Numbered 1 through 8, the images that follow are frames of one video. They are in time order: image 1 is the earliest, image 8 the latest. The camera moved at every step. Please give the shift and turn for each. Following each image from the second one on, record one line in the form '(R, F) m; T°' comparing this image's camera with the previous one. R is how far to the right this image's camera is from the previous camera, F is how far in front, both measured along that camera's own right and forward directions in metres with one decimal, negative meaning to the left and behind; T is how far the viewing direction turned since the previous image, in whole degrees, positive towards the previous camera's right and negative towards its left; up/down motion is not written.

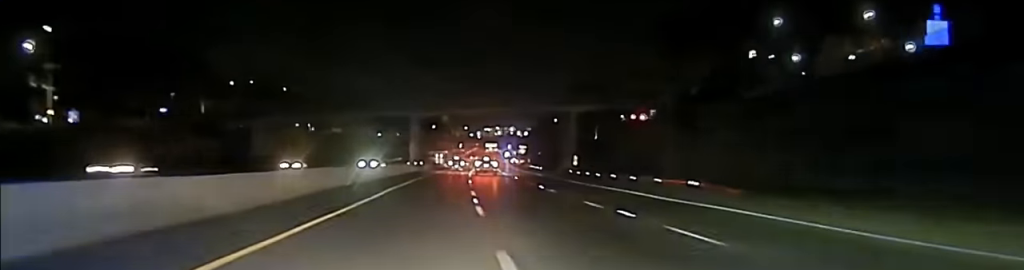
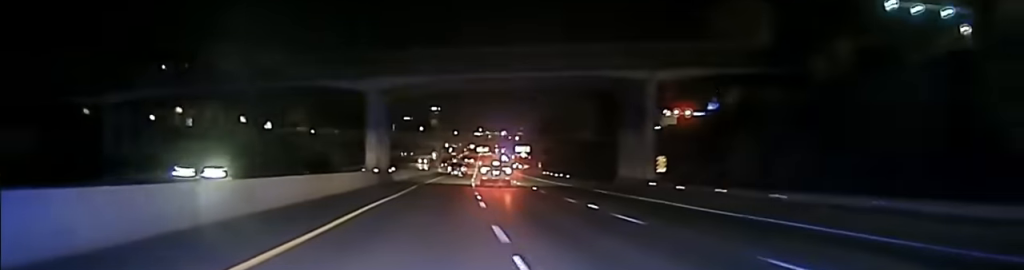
(+0.2, +43.5) m; 0°
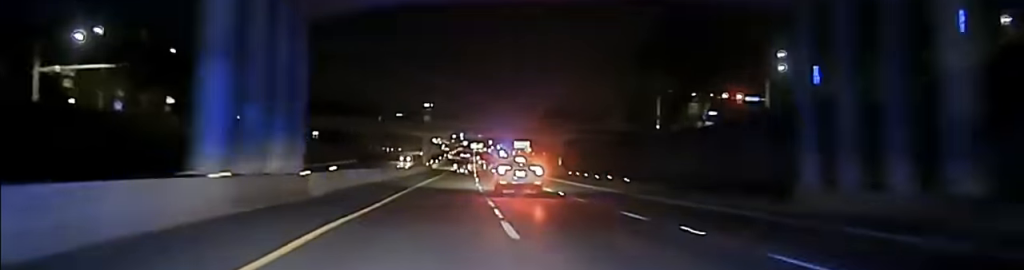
(0.0, +37.1) m; 0°
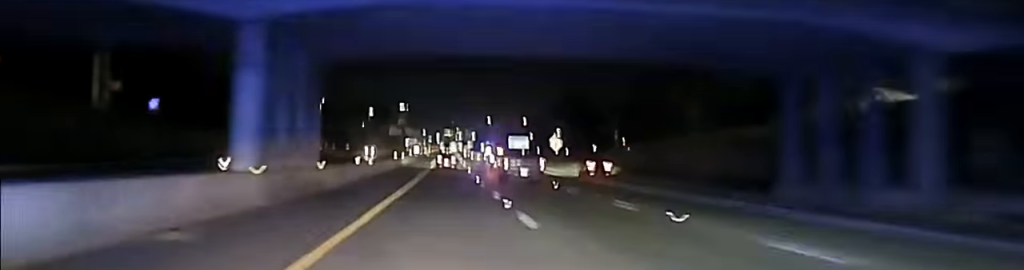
(+1.1, +94.8) m; +1°
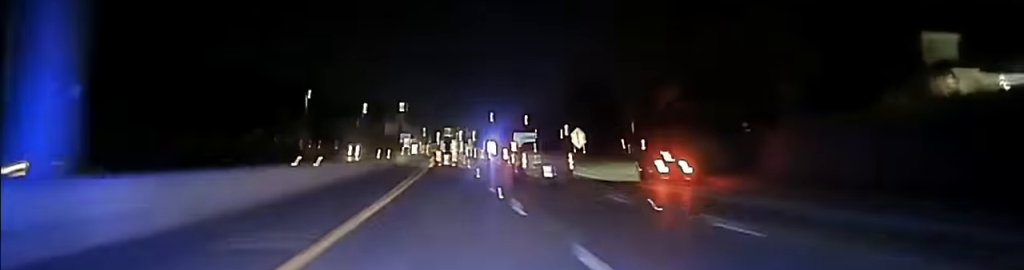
(+0.1, +19.8) m; 0°
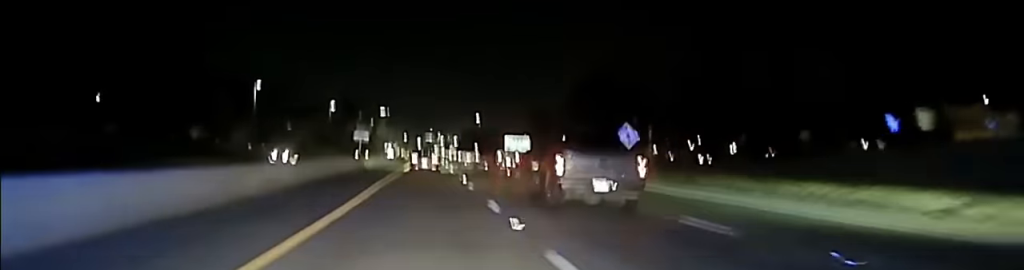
(0.0, +36.3) m; 0°
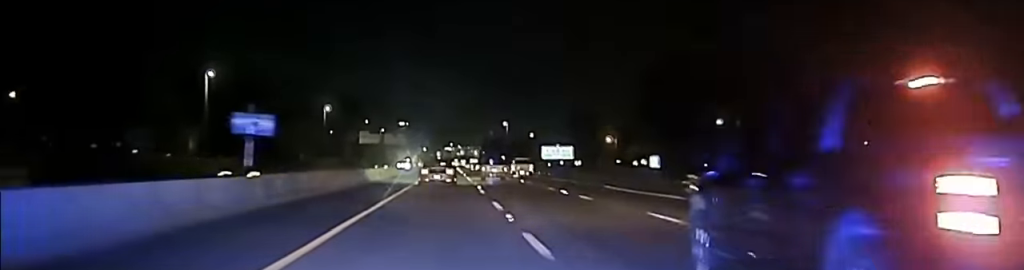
(-0.1, +42.2) m; +1°
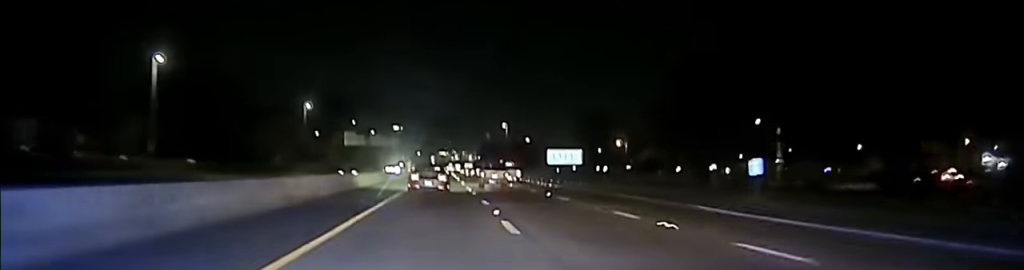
(0.0, +19.3) m; +1°
